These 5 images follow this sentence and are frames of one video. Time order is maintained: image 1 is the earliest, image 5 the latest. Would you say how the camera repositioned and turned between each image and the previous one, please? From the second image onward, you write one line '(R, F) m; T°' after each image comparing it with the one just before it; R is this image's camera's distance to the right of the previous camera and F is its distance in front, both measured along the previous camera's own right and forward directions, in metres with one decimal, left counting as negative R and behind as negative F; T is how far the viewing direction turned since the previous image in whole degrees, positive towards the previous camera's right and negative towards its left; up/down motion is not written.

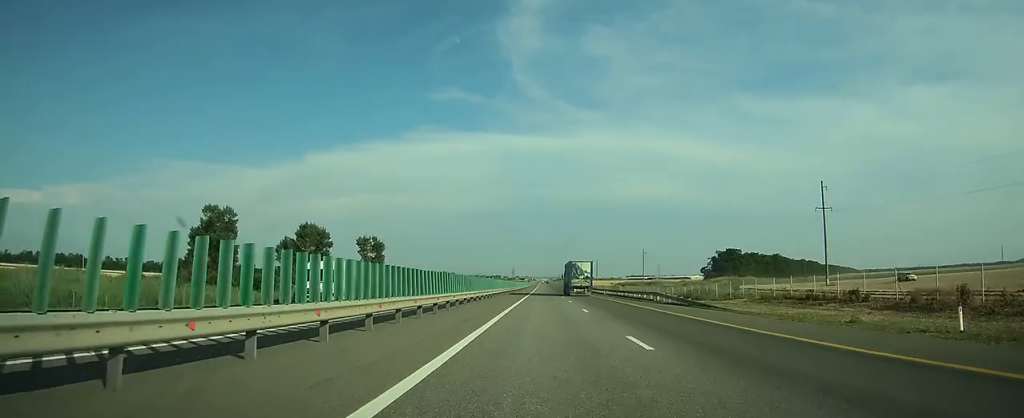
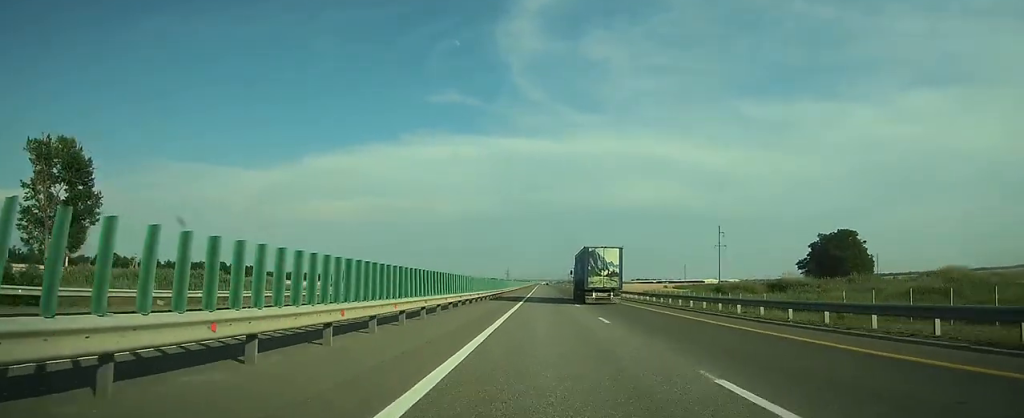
(-0.9, +133.6) m; -1°
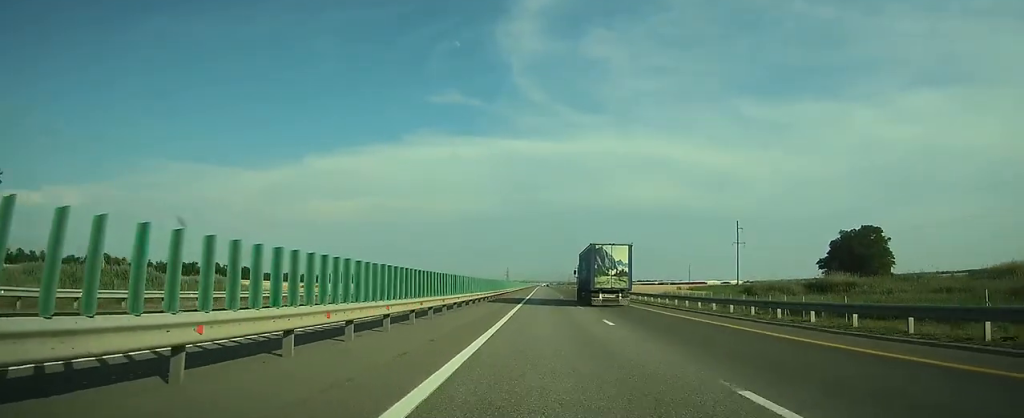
(0.0, +16.7) m; 0°
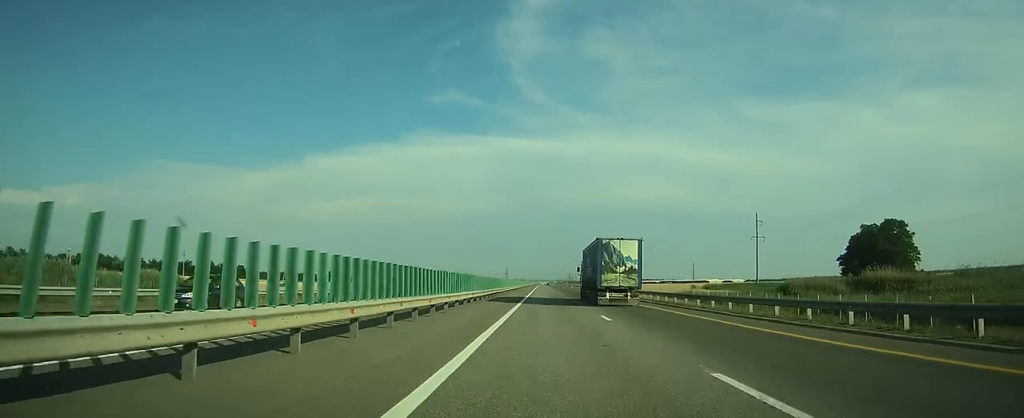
(0.0, +14.7) m; 0°
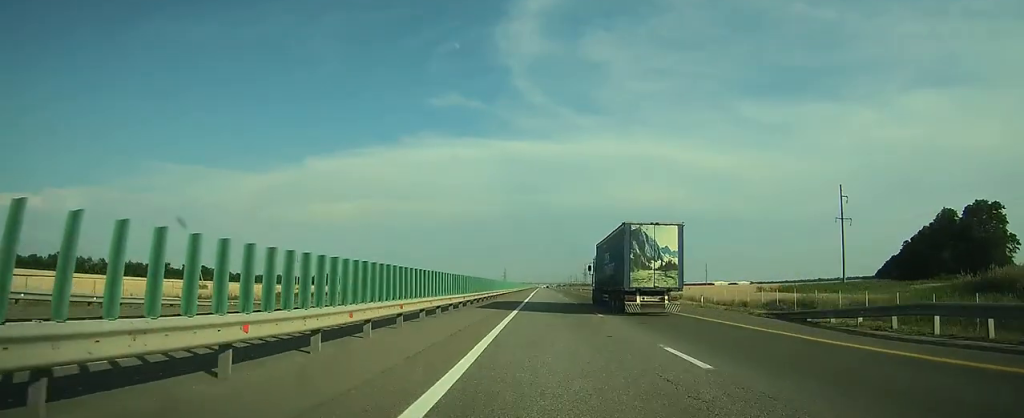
(+0.2, +44.1) m; 0°
